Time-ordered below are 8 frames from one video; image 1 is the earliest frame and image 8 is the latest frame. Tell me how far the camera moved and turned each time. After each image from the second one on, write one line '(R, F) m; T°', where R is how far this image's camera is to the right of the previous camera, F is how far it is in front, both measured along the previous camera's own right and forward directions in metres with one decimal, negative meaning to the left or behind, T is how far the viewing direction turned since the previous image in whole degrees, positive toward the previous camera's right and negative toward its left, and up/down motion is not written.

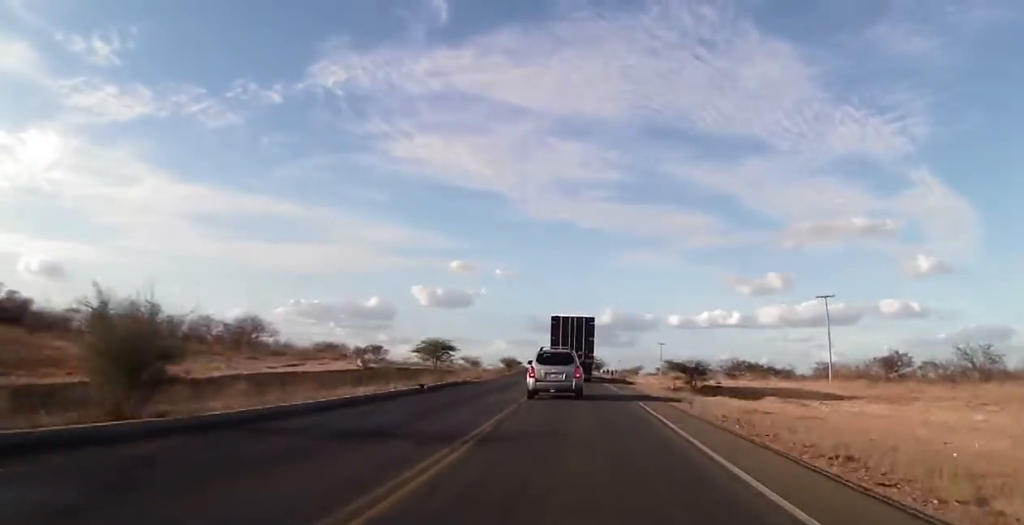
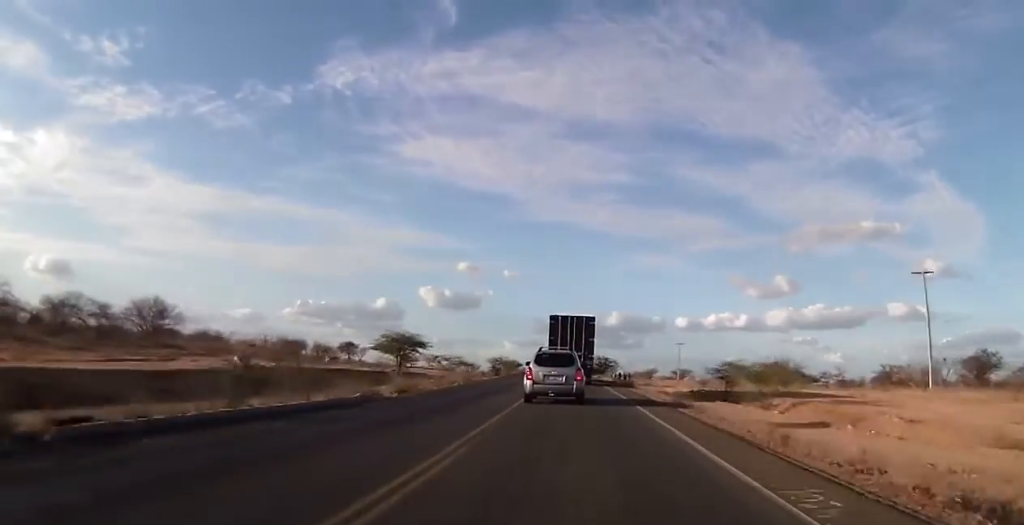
(-0.1, +21.3) m; -1°
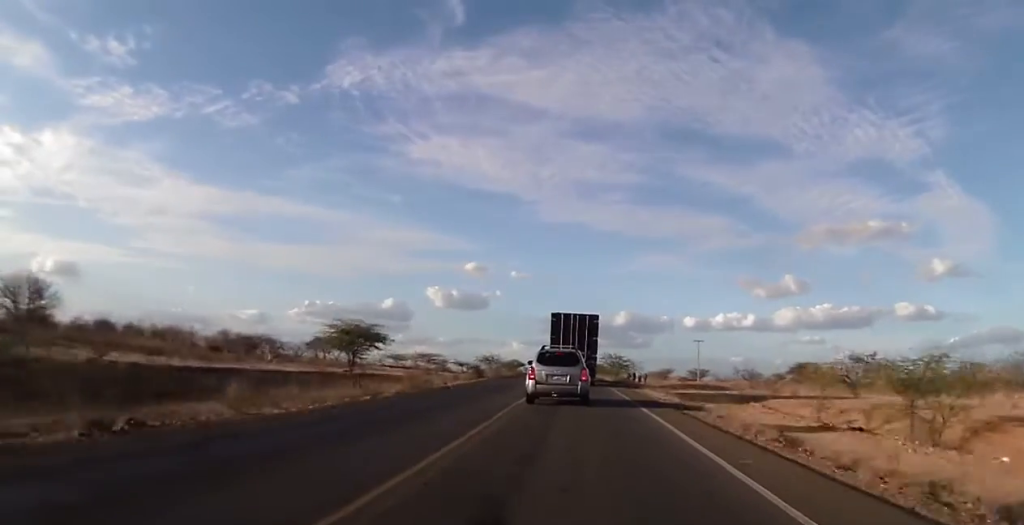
(-0.2, +16.3) m; -1°
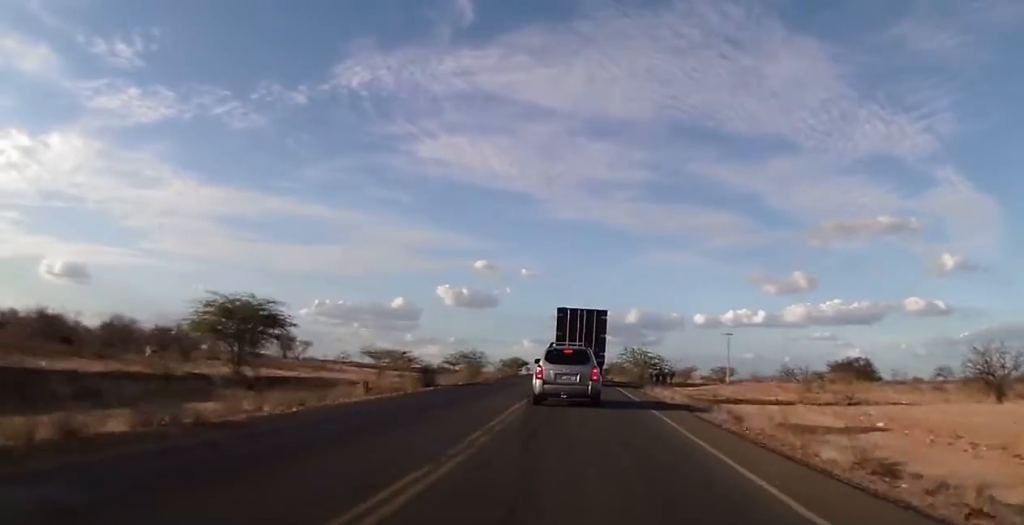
(-0.2, +19.9) m; 0°
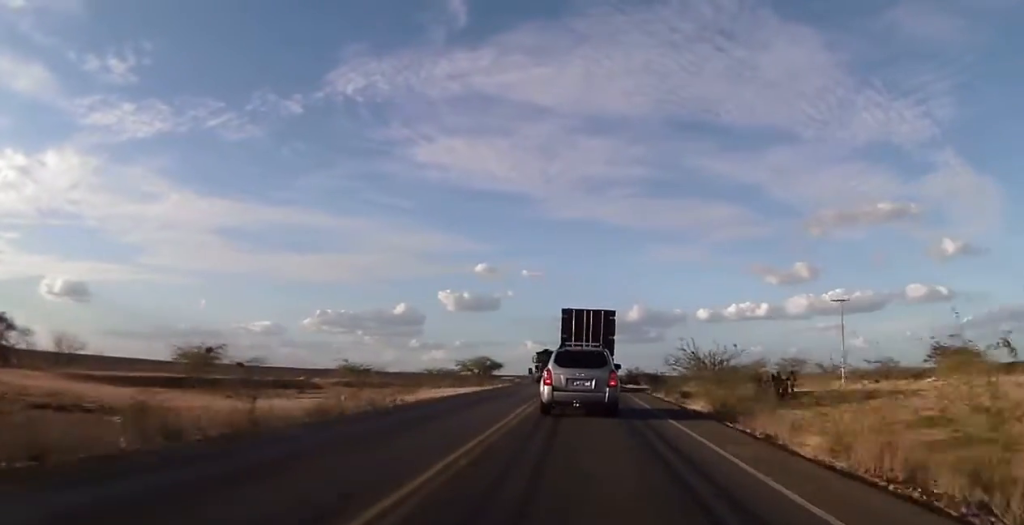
(-1.3, +61.4) m; -2°
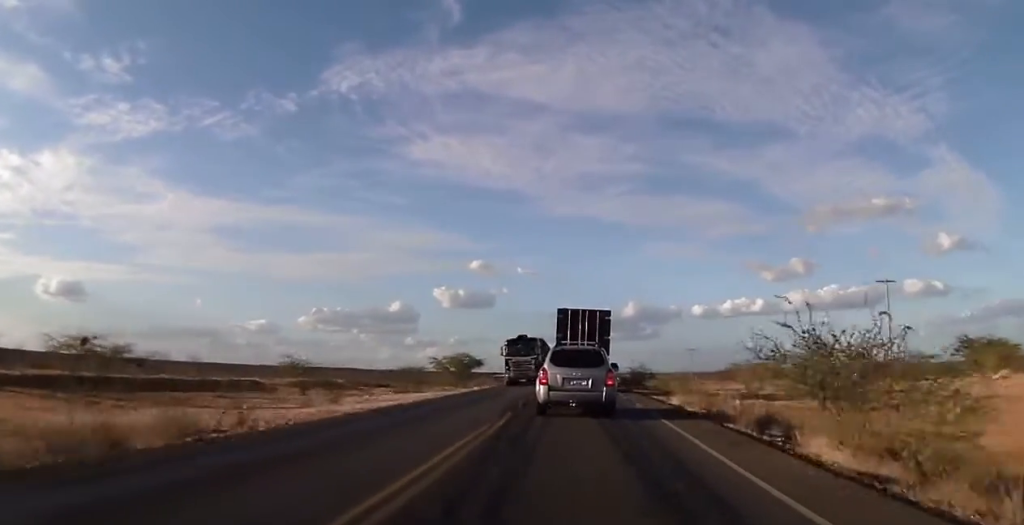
(0.0, +15.5) m; +1°
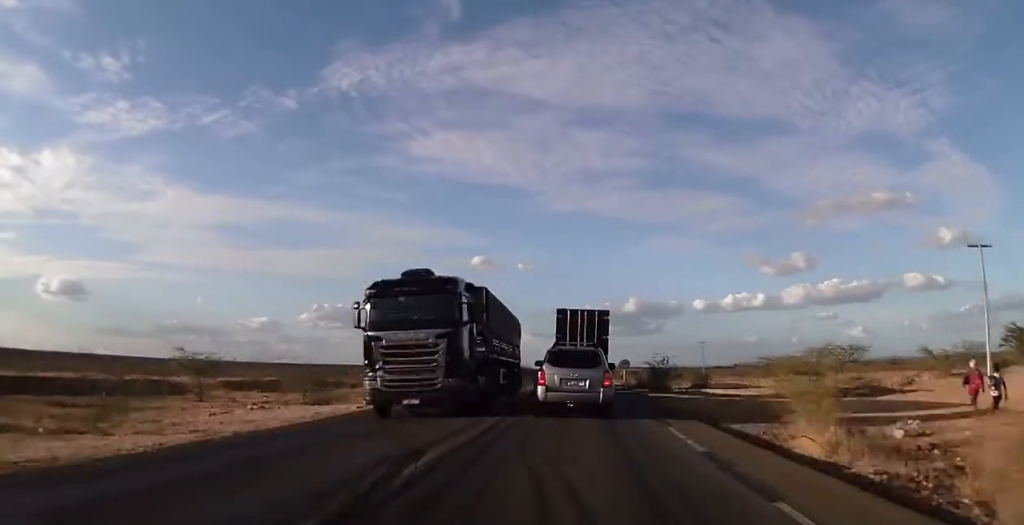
(+0.2, +20.1) m; +1°
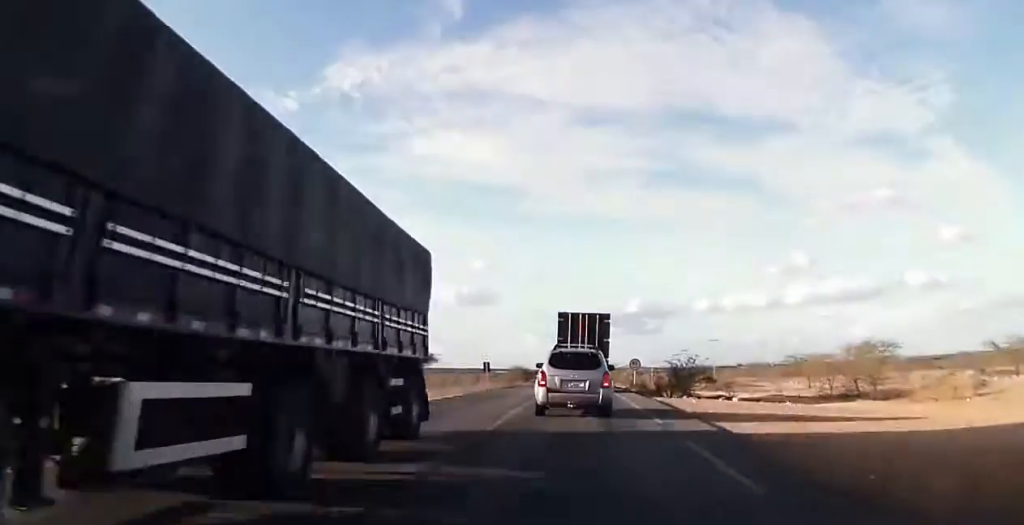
(+0.1, +12.2) m; 0°
